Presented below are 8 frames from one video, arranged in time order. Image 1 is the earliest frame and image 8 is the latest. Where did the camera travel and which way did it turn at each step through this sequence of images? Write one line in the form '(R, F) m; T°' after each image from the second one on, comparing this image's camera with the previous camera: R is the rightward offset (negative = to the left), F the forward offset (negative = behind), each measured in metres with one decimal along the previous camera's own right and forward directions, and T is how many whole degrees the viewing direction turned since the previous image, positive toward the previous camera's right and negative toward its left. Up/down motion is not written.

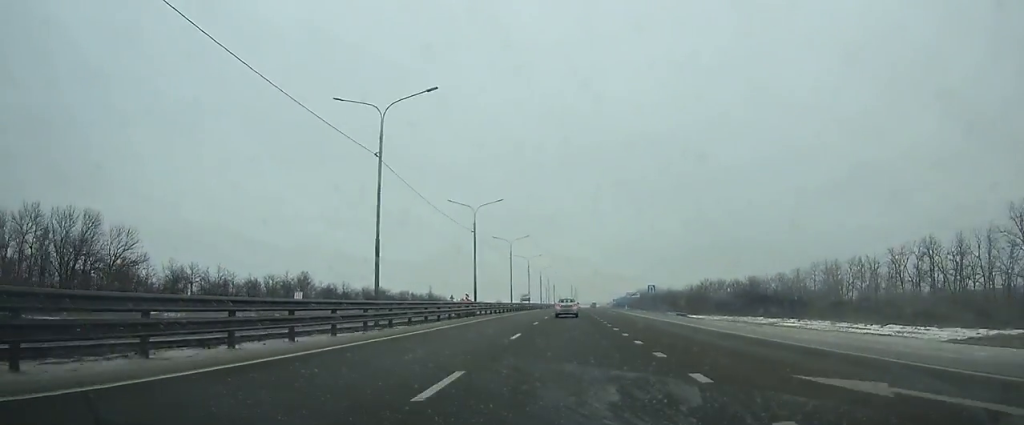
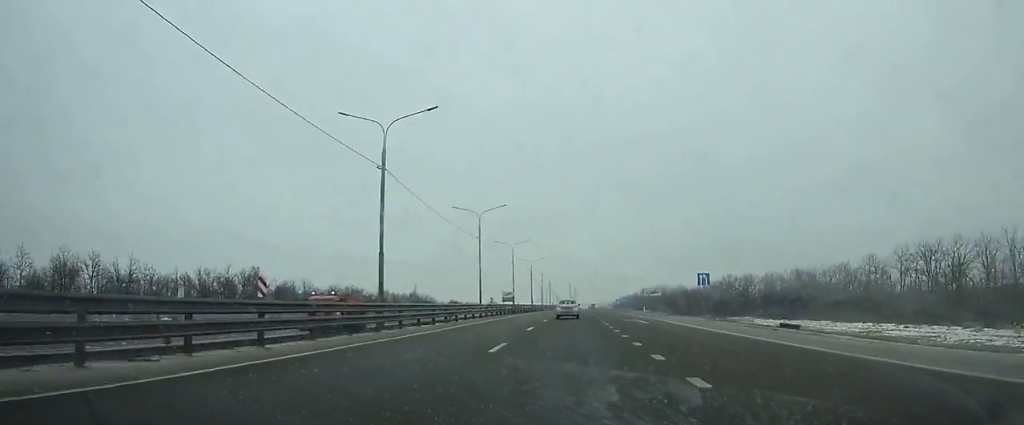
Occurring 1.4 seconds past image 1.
(0.0, +29.6) m; 0°
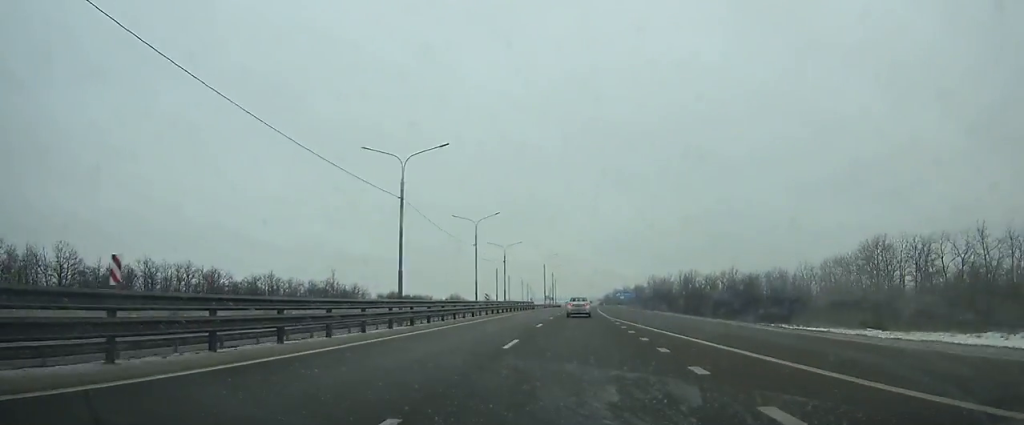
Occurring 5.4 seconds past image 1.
(+1.2, +81.1) m; +2°
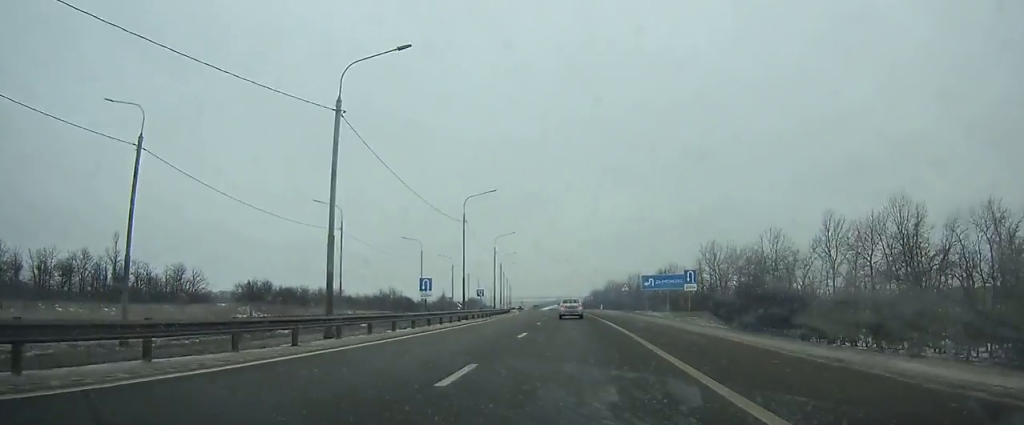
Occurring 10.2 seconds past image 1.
(+2.0, +97.0) m; +1°
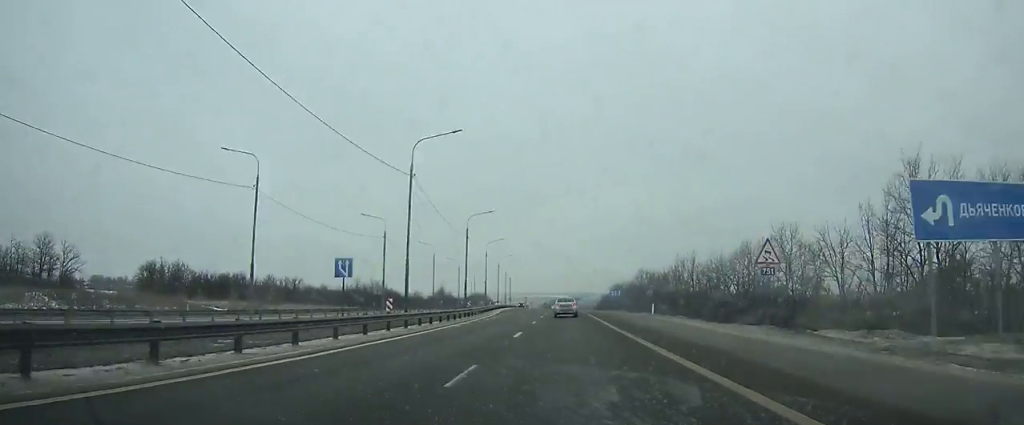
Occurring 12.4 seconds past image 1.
(-0.2, +46.7) m; -1°
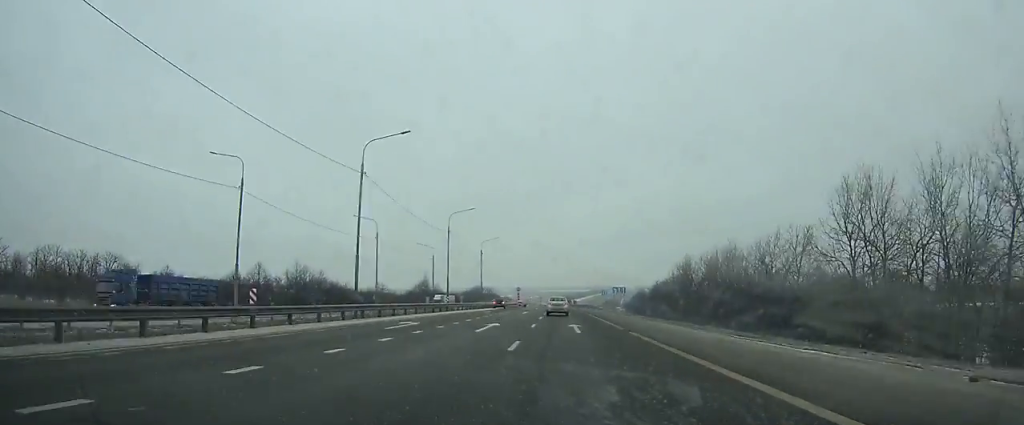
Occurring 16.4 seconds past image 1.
(-1.6, +88.0) m; -2°
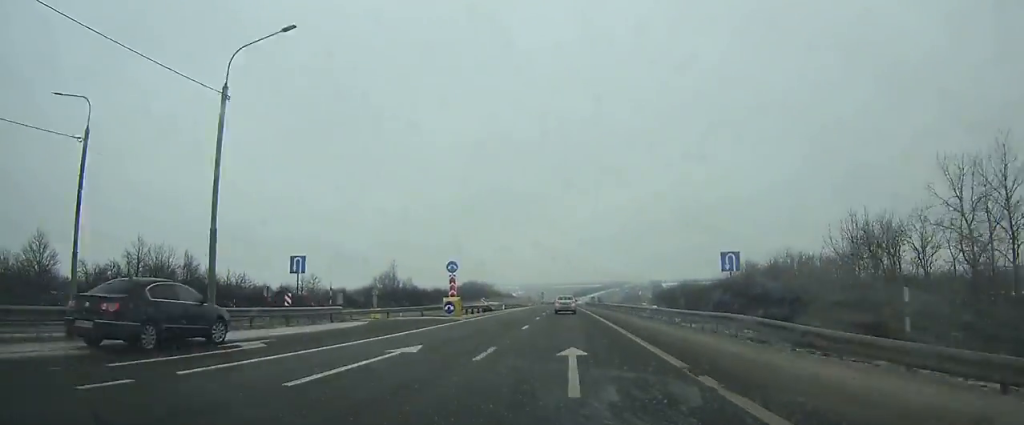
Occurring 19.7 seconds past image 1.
(-1.1, +74.4) m; -1°
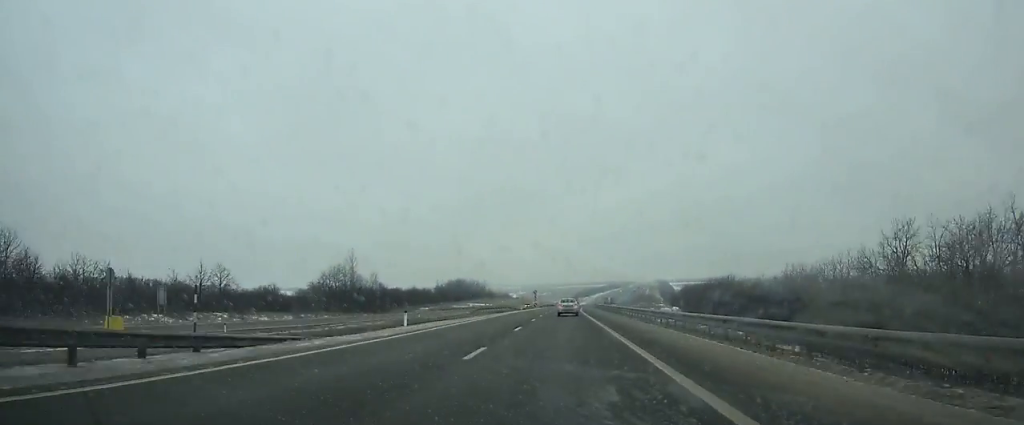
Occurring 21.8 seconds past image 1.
(-0.1, +47.7) m; 0°
